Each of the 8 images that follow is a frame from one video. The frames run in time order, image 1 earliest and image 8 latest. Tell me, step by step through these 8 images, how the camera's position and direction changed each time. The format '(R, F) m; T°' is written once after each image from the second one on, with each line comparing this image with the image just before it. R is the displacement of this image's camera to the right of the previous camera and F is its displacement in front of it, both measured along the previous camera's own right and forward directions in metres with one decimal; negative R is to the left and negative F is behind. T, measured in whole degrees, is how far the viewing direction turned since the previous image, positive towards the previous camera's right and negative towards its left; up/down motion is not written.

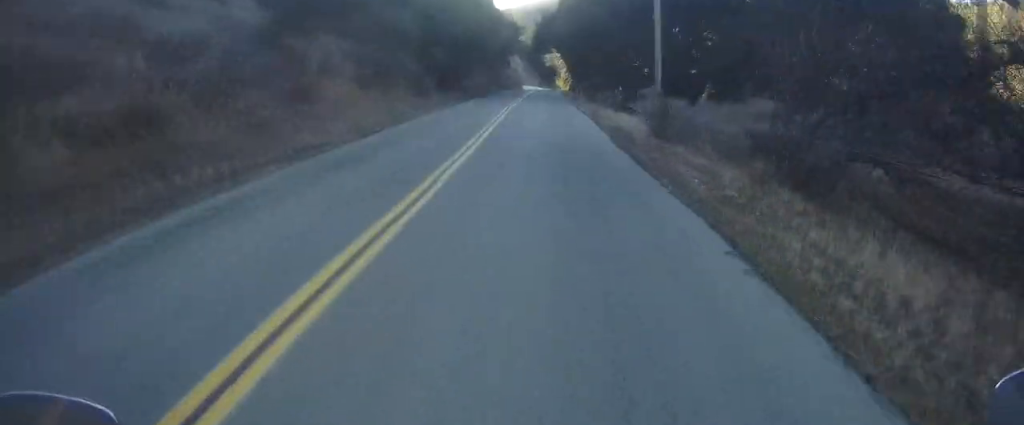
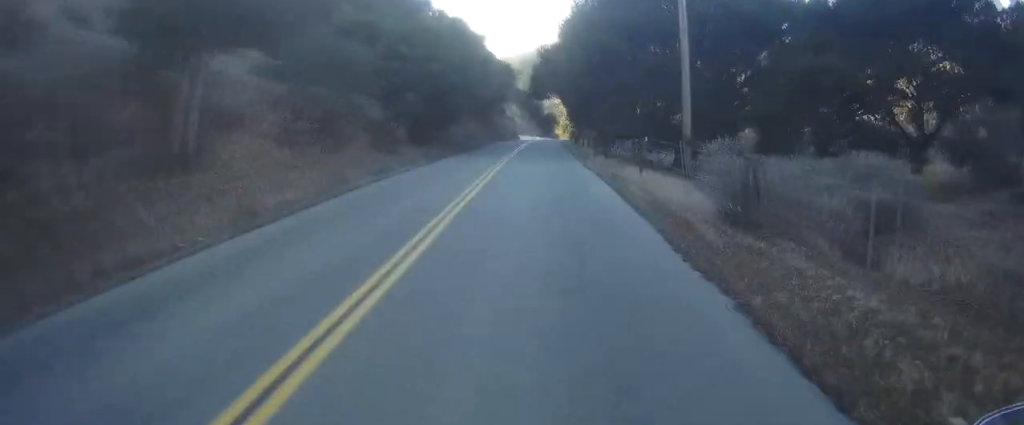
(-0.1, +8.3) m; -1°
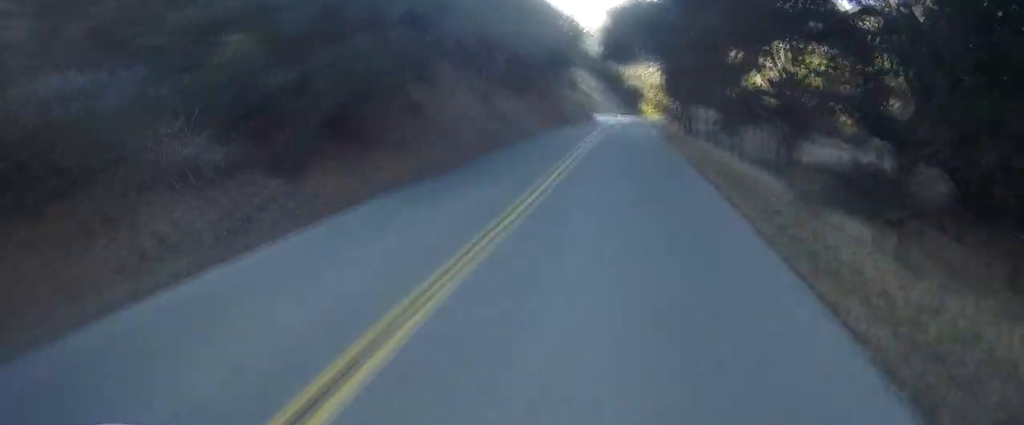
(-0.4, +25.4) m; +1°
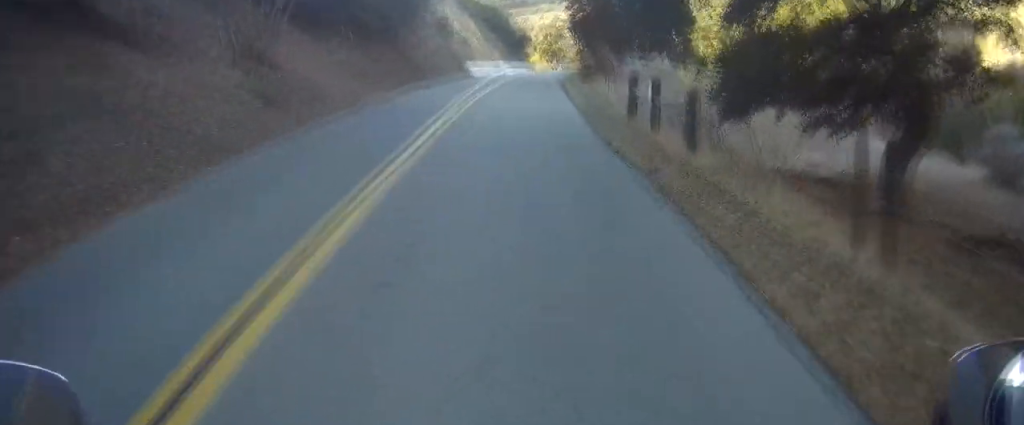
(+0.4, +18.2) m; 0°
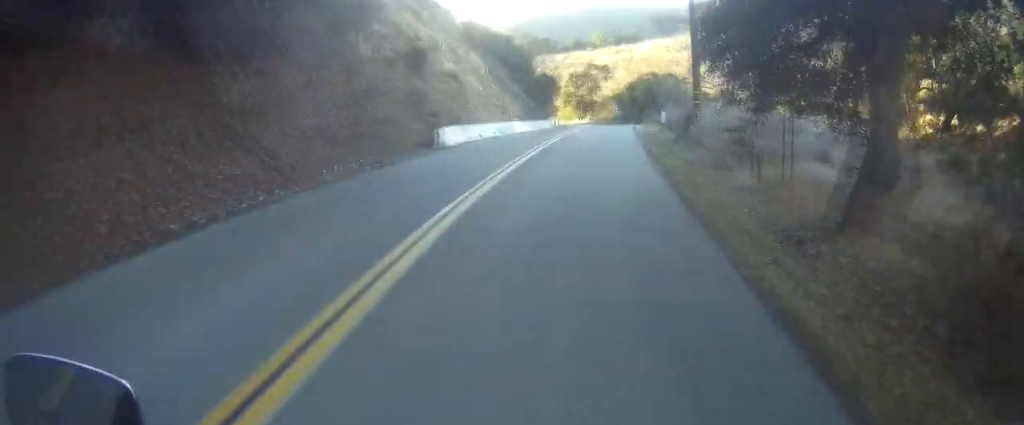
(-1.0, +25.4) m; -1°
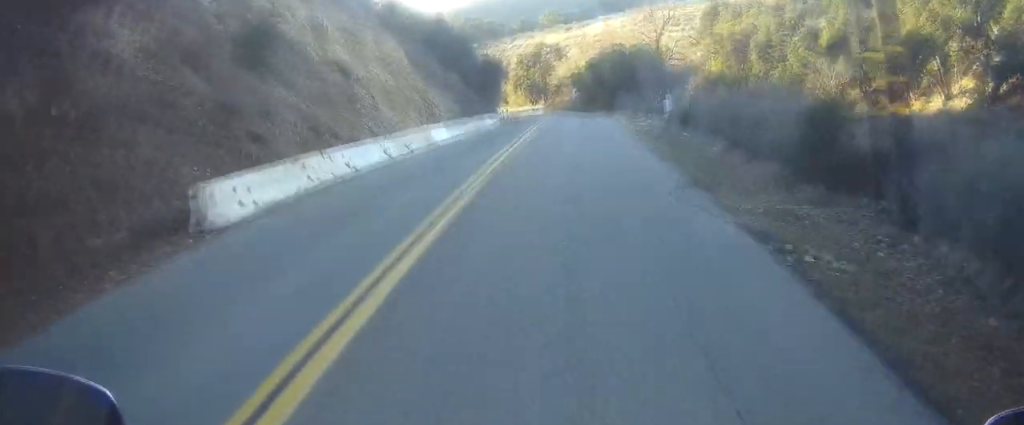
(+0.7, +15.4) m; +7°
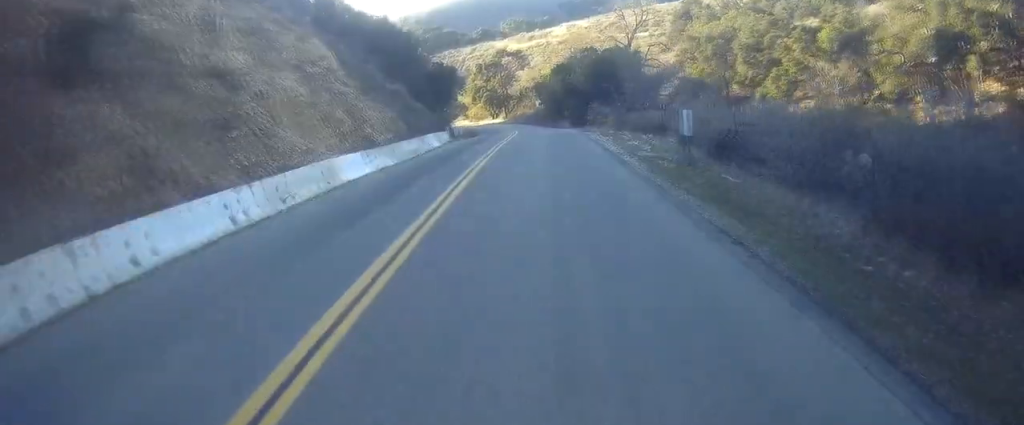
(+0.6, +8.5) m; +1°
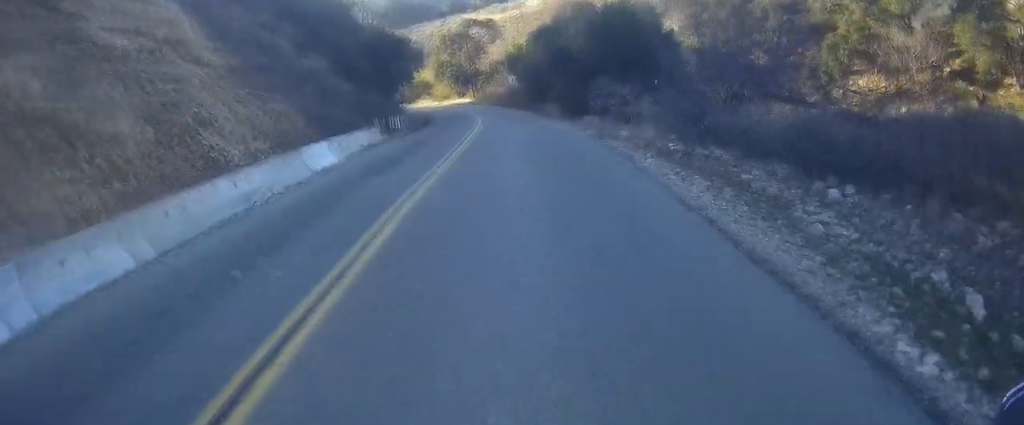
(+0.4, +16.4) m; -2°
